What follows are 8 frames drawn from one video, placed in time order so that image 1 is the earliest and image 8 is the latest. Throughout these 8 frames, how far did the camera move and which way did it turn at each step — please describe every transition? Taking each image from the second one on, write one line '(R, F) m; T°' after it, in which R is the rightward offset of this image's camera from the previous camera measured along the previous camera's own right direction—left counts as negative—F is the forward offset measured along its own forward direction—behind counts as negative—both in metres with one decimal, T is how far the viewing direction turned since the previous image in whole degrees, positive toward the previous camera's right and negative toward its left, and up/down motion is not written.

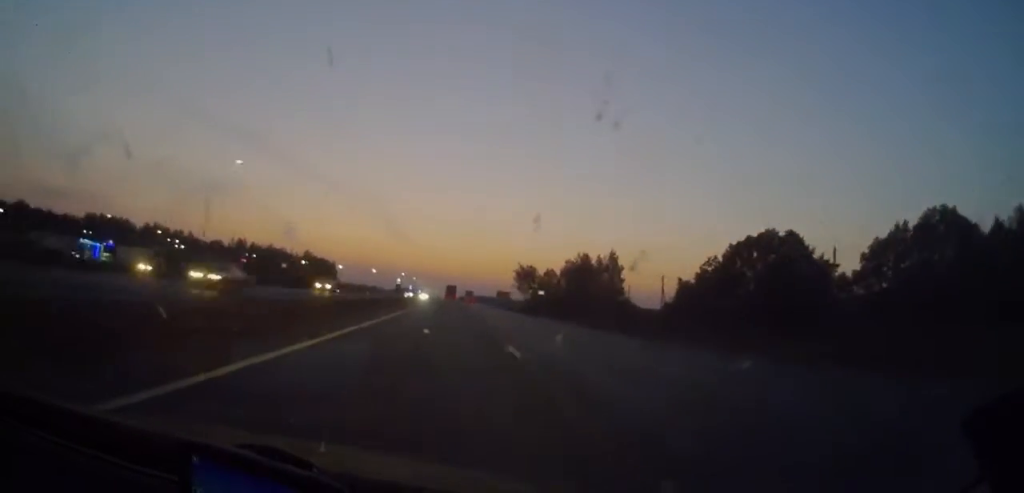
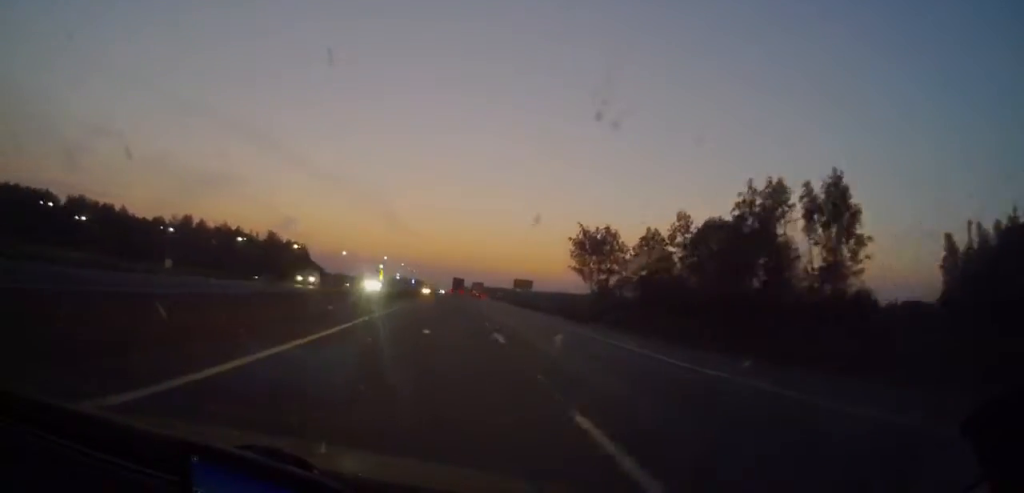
(+0.1, +83.2) m; 0°
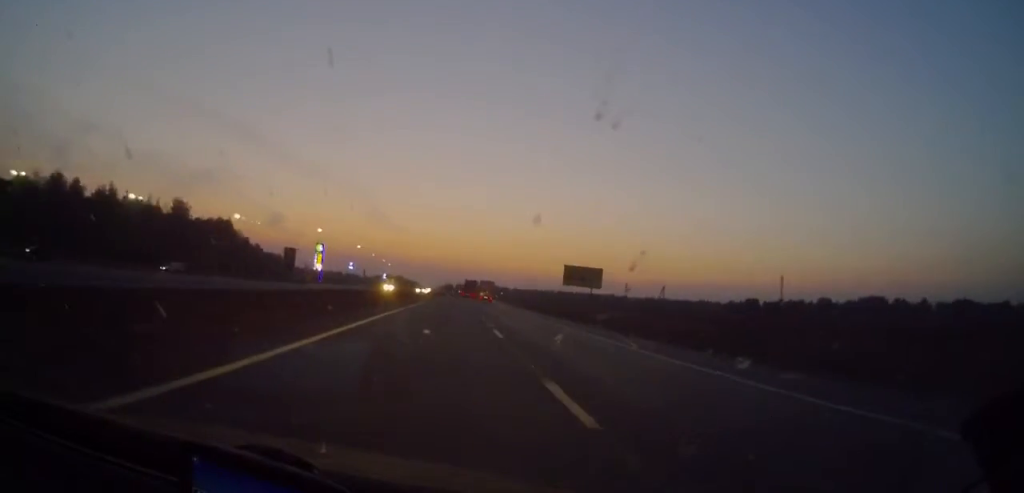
(+0.6, +107.1) m; +1°
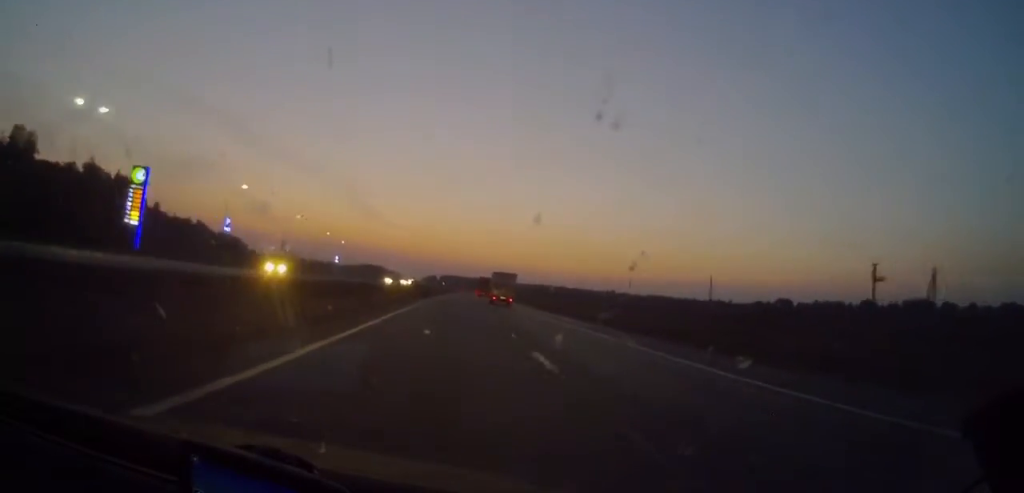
(+1.0, +91.9) m; +1°
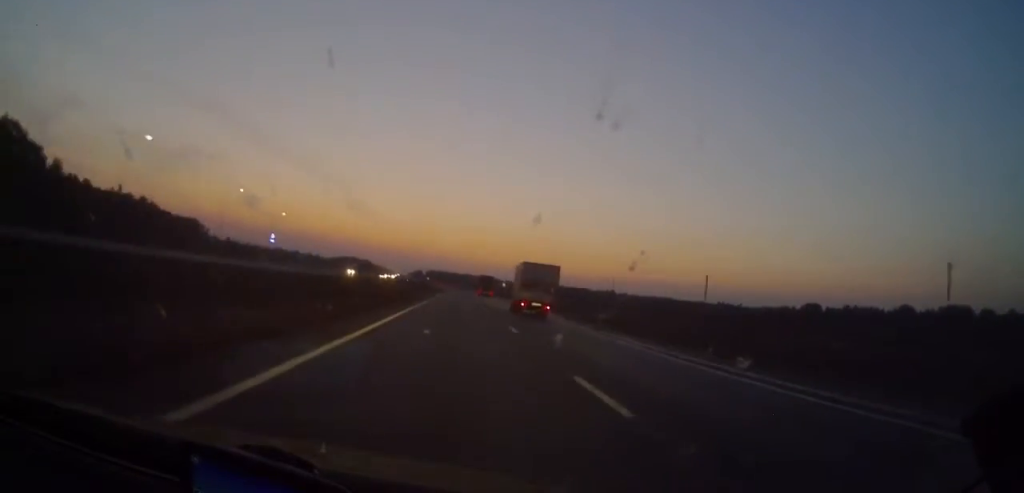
(+0.4, +63.3) m; +1°
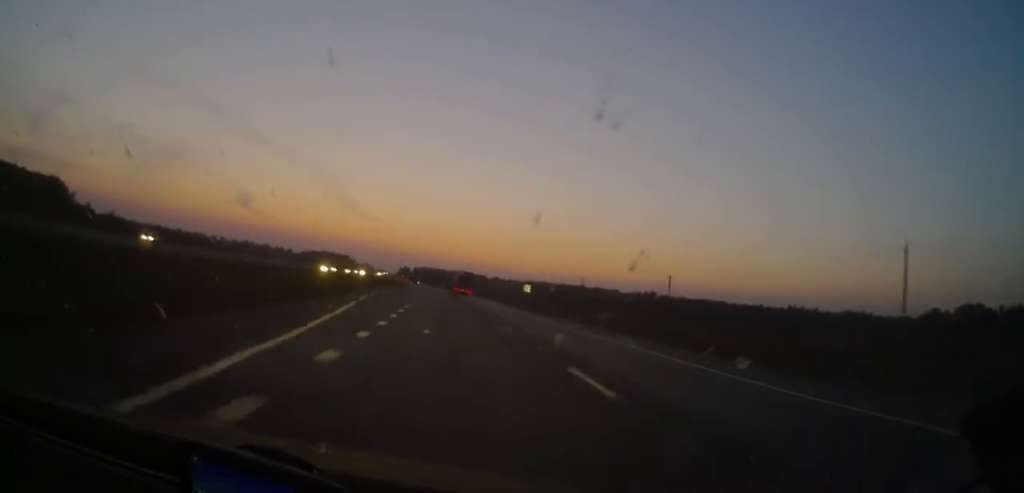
(+2.5, +180.5) m; 0°
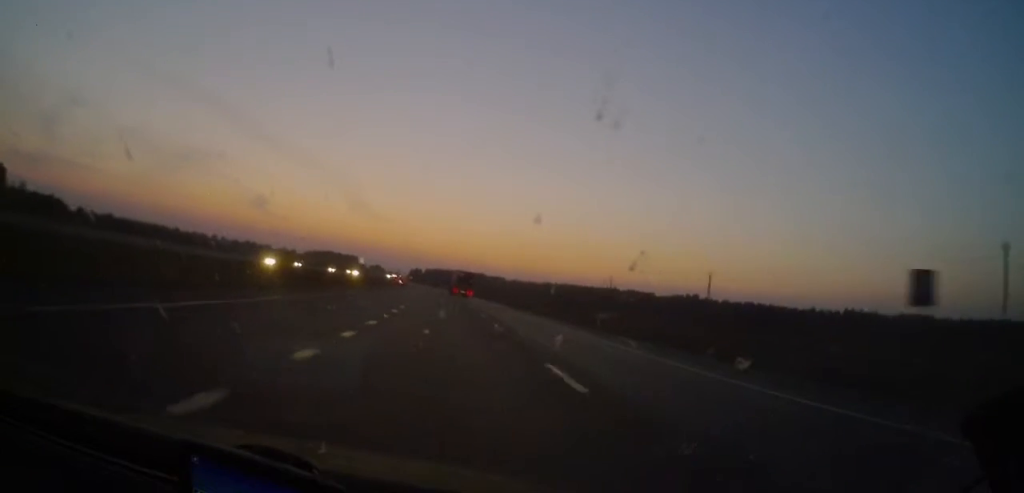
(-0.5, +71.5) m; -1°
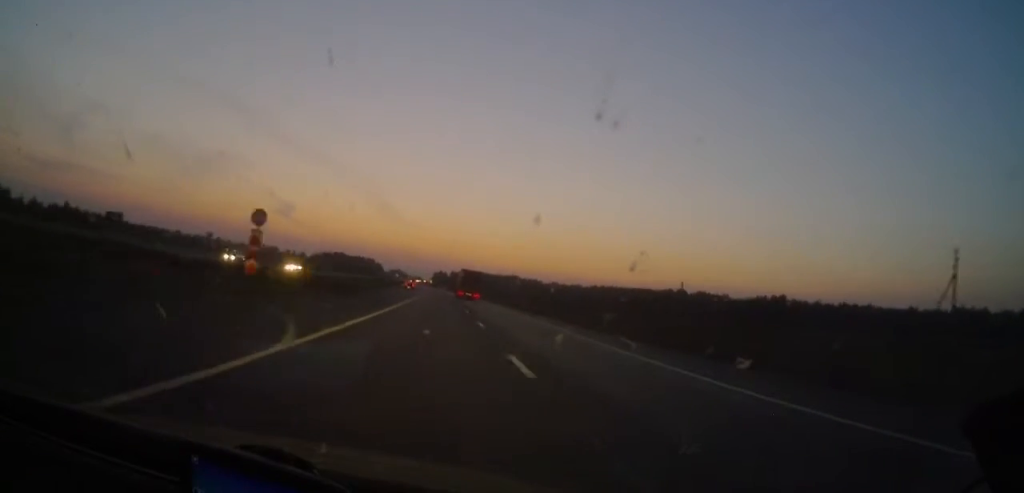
(-2.2, +104.6) m; -2°
